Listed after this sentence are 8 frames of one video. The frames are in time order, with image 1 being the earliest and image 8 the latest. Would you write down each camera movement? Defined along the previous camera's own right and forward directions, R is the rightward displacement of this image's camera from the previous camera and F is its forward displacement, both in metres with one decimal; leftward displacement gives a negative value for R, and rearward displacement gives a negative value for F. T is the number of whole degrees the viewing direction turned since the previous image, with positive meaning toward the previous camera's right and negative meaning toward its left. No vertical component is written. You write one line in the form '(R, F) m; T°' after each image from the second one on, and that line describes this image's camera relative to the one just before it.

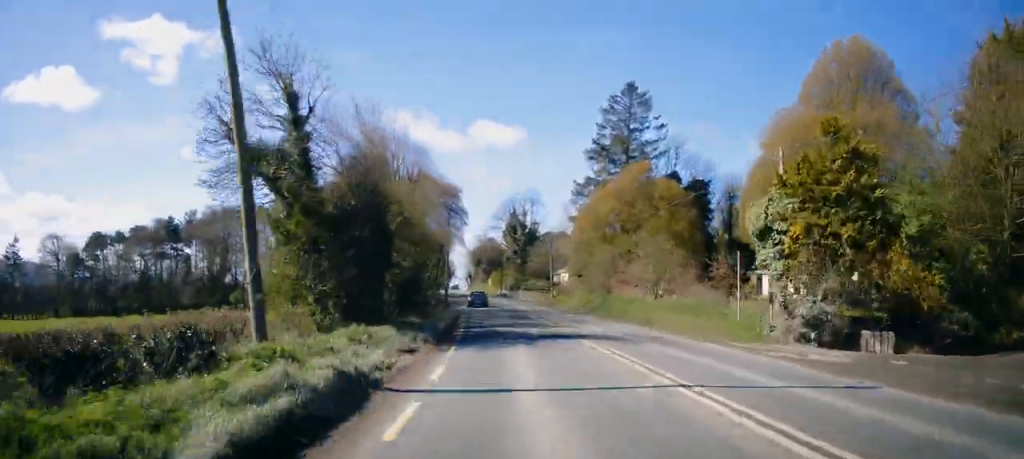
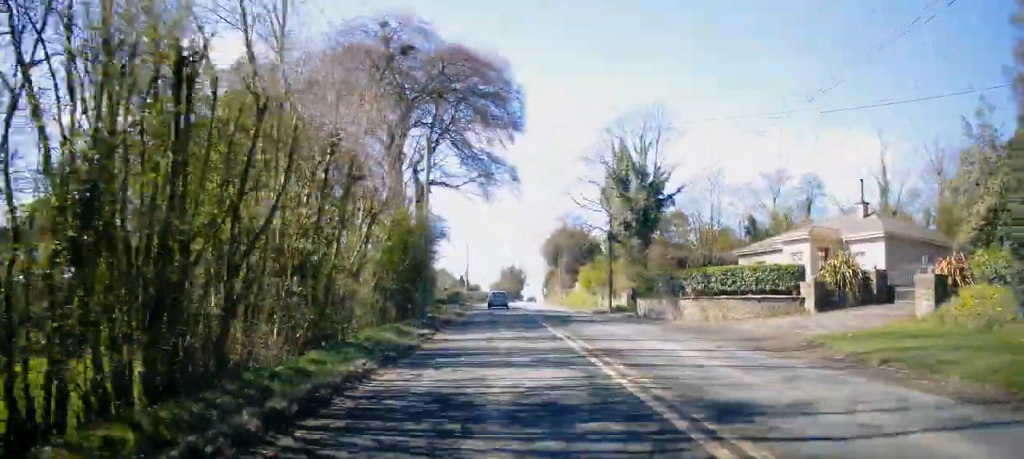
(-2.6, +57.7) m; -6°
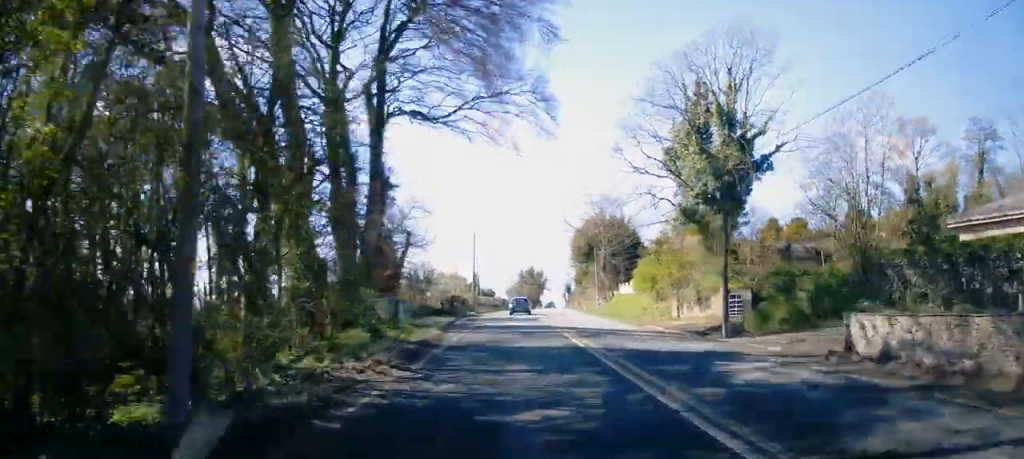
(-0.8, +20.7) m; -2°
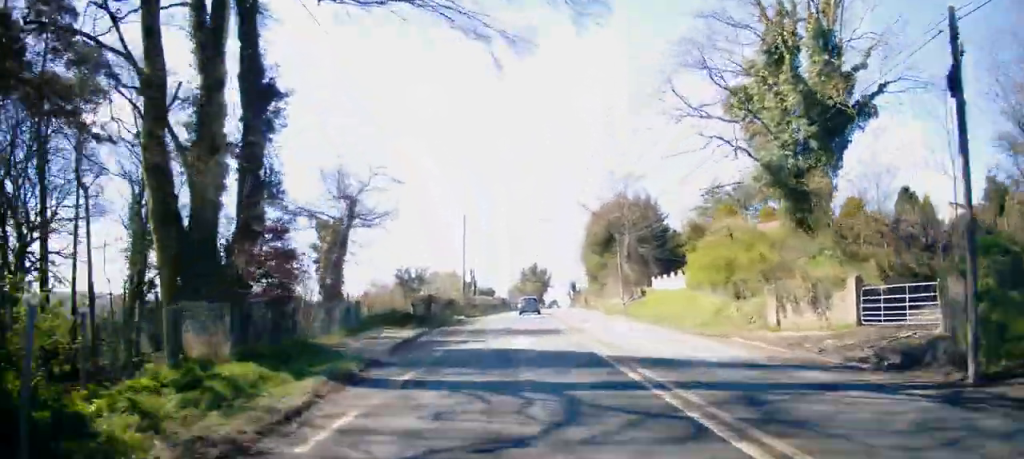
(0.0, +13.7) m; +1°
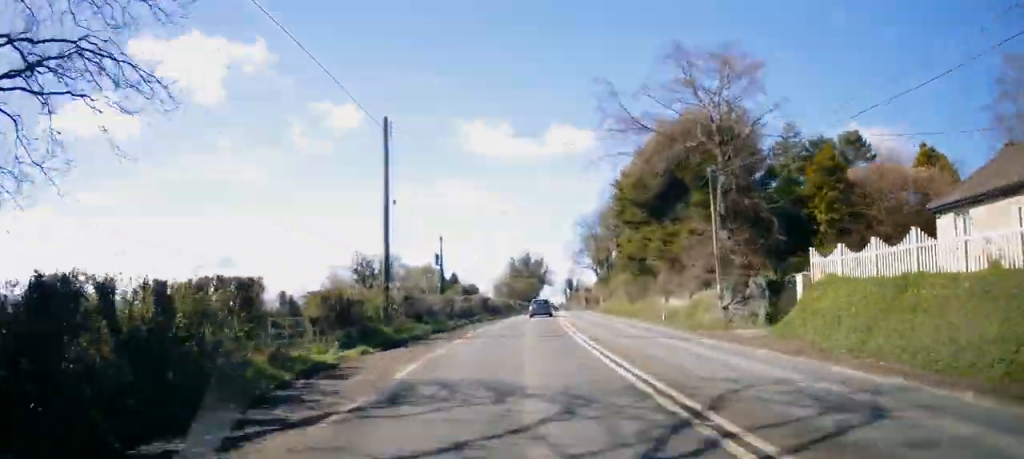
(+0.6, +26.5) m; +5°
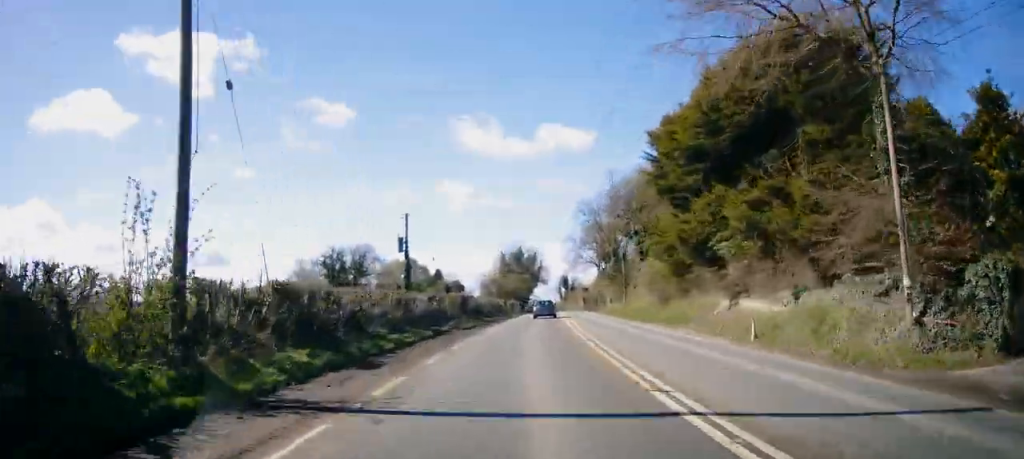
(+1.1, +13.3) m; -3°
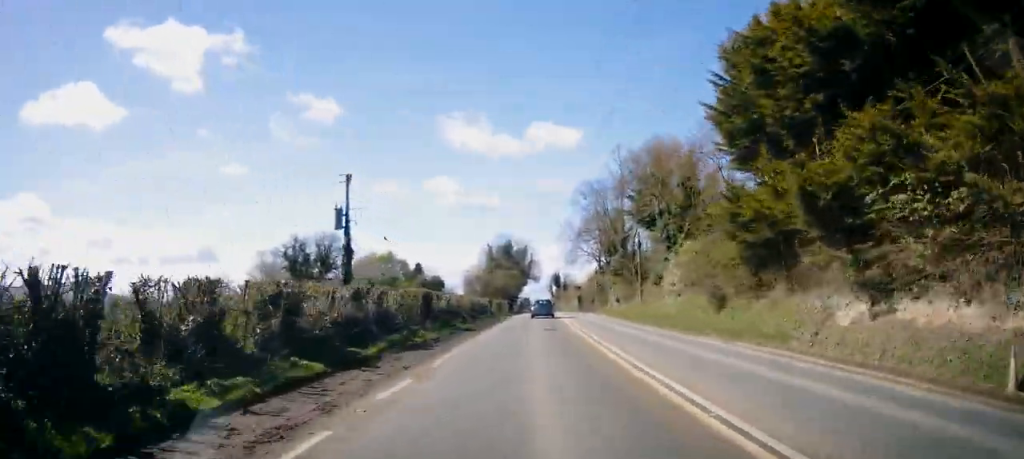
(-0.5, +12.3) m; -2°
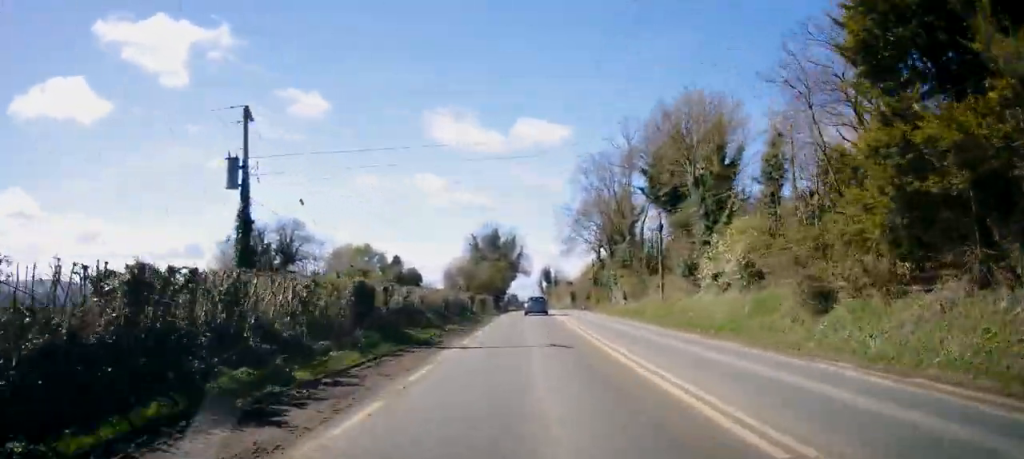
(-1.4, +10.4) m; -1°
